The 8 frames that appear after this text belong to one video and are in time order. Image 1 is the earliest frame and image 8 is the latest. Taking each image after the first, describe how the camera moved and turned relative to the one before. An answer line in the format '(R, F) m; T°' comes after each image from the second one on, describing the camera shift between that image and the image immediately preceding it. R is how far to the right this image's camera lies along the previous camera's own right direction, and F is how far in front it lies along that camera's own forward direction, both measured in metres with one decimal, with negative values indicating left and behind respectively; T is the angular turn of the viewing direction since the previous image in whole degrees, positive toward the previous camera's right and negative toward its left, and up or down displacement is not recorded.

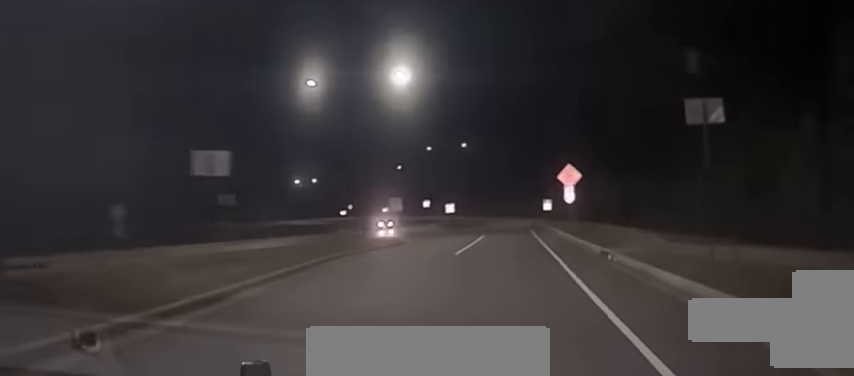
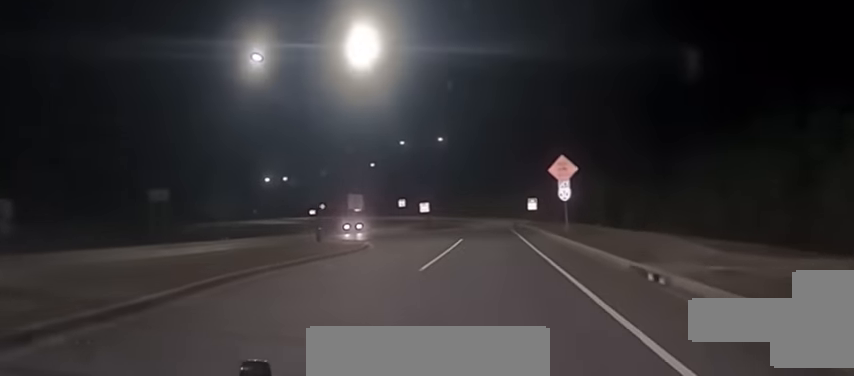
(+0.5, +6.6) m; +2°
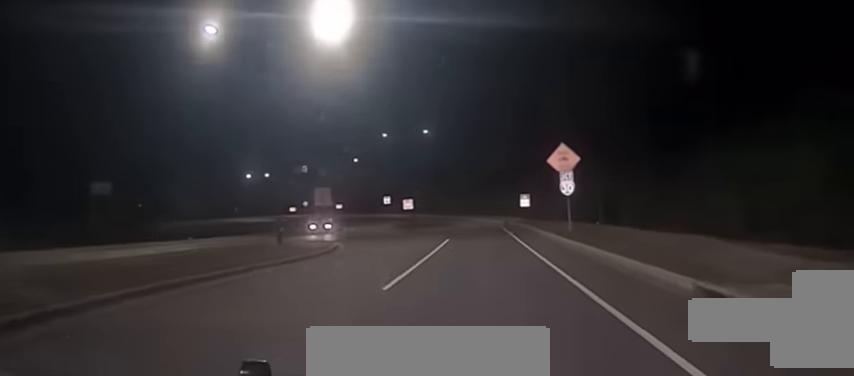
(+0.1, +5.2) m; +1°
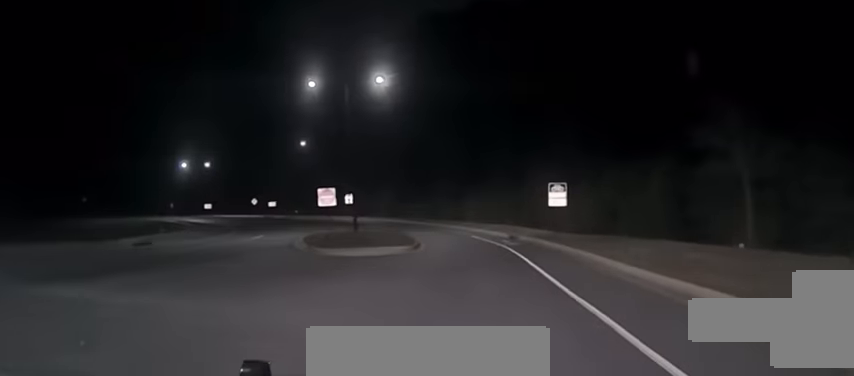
(+0.8, +31.5) m; +2°
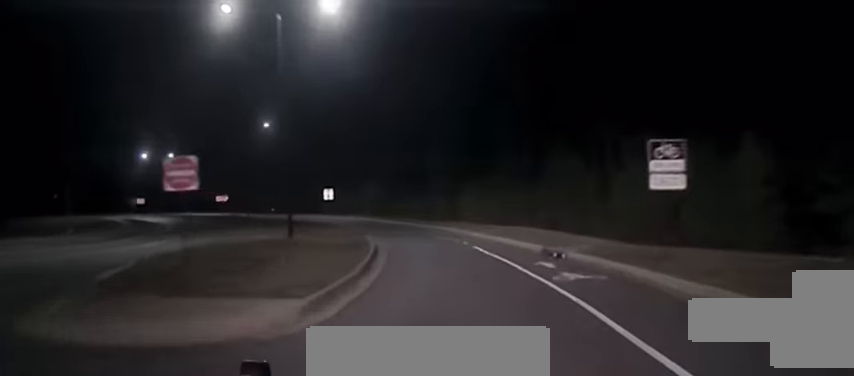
(-0.4, +18.7) m; -3°
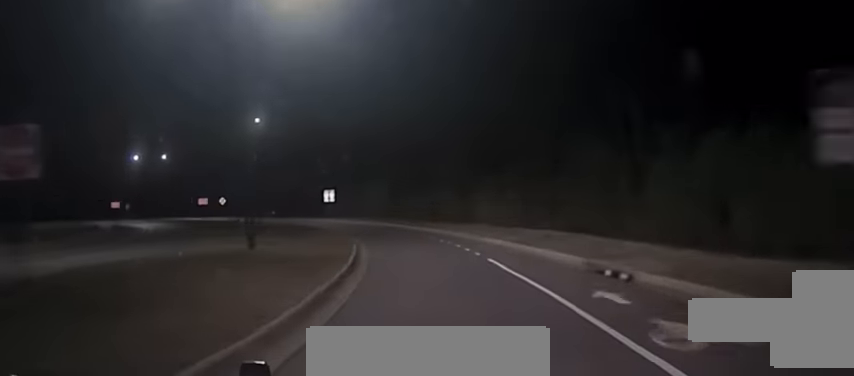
(-0.2, +7.1) m; -1°
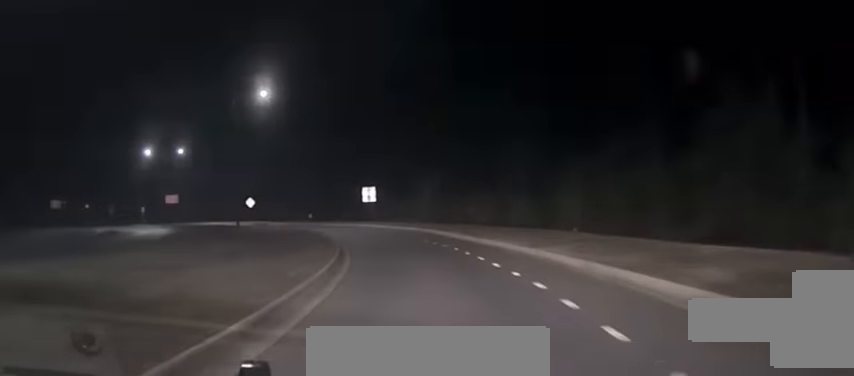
(-0.4, +19.5) m; -2°
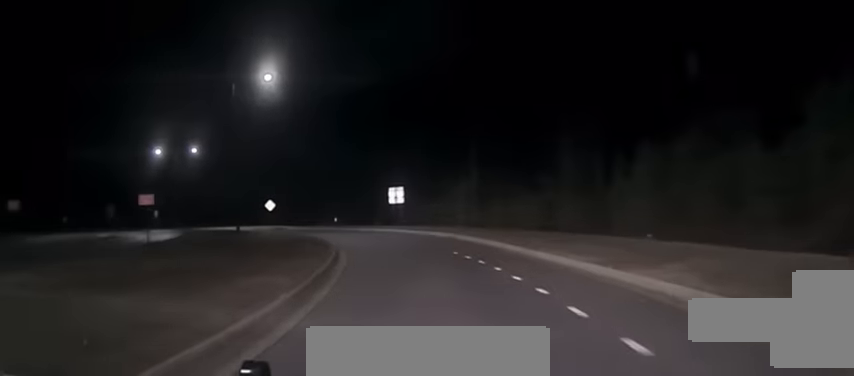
(-0.1, +7.8) m; -2°
